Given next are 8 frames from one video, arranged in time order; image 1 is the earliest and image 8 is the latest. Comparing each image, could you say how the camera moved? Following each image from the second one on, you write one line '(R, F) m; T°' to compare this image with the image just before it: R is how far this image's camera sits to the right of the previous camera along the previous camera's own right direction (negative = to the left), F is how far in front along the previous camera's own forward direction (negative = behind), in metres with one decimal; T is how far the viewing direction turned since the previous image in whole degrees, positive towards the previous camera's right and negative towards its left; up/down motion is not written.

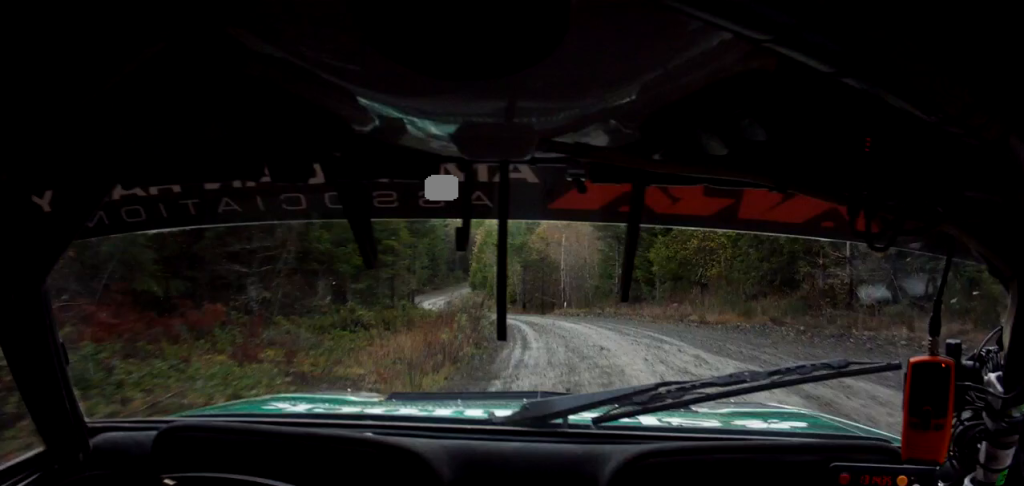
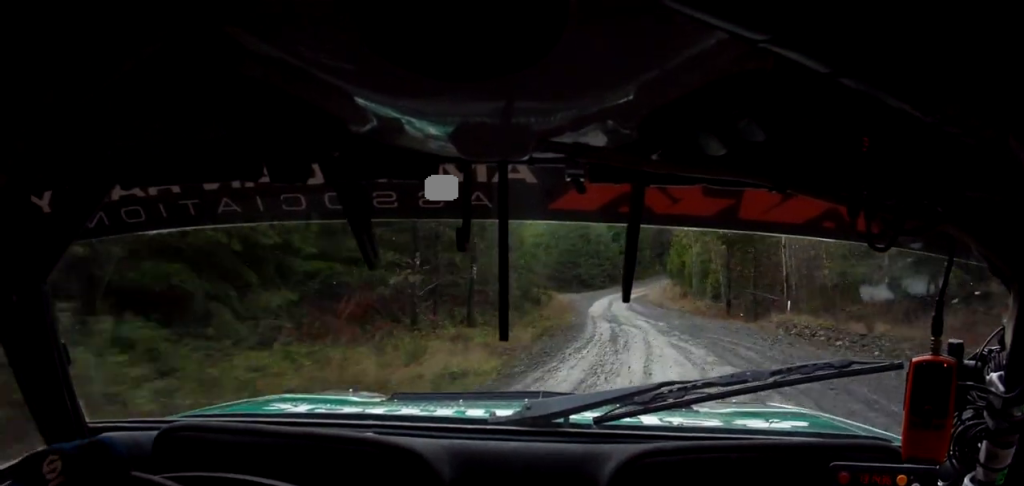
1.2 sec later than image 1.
(-7.6, +26.7) m; -23°
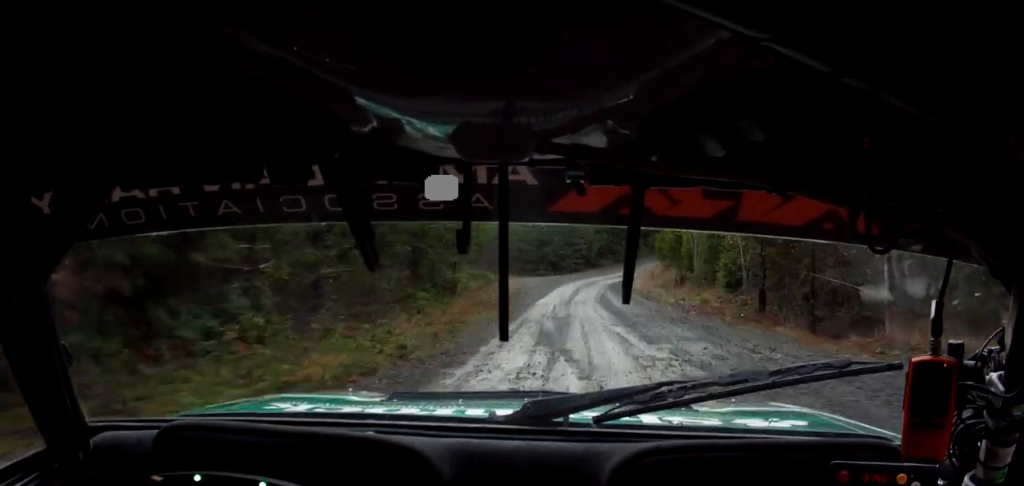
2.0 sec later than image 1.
(-1.6, +21.6) m; -4°
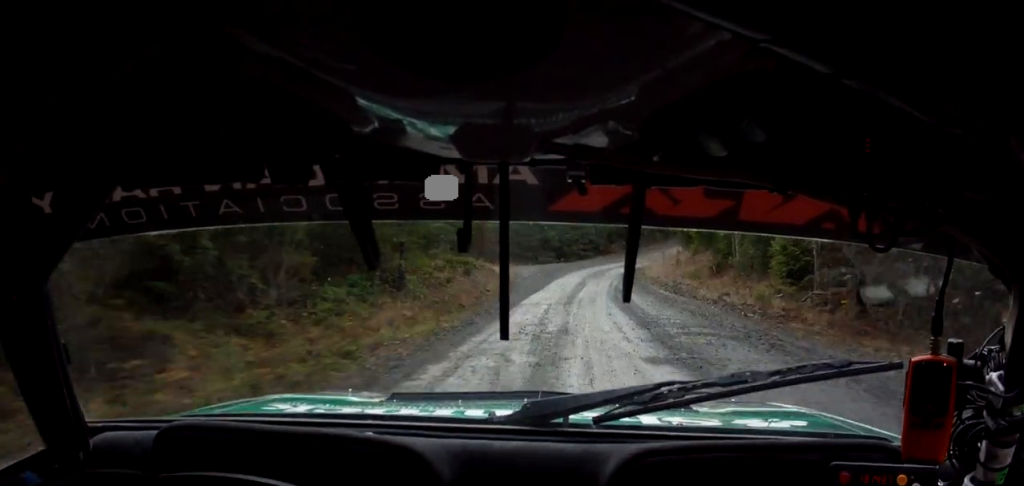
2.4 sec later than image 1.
(-0.4, +11.4) m; -1°
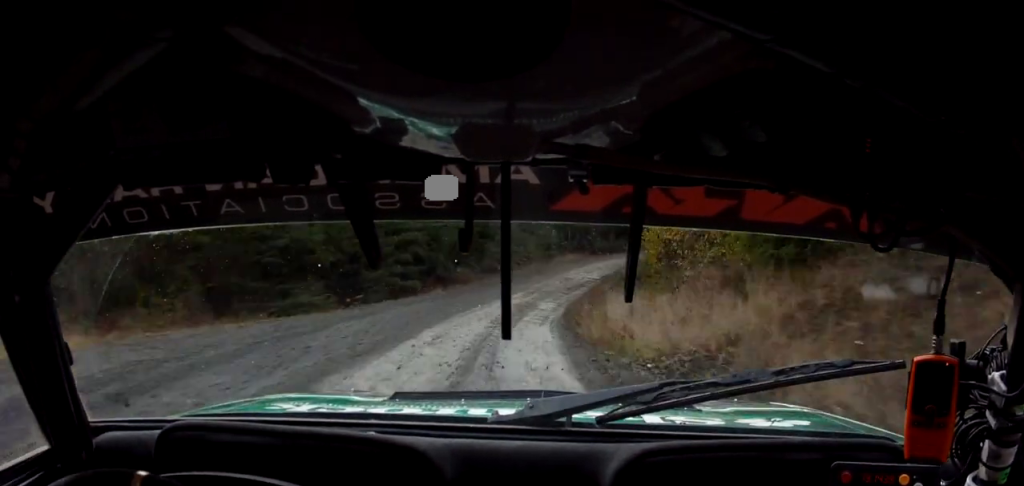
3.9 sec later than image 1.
(+2.1, +46.0) m; +8°
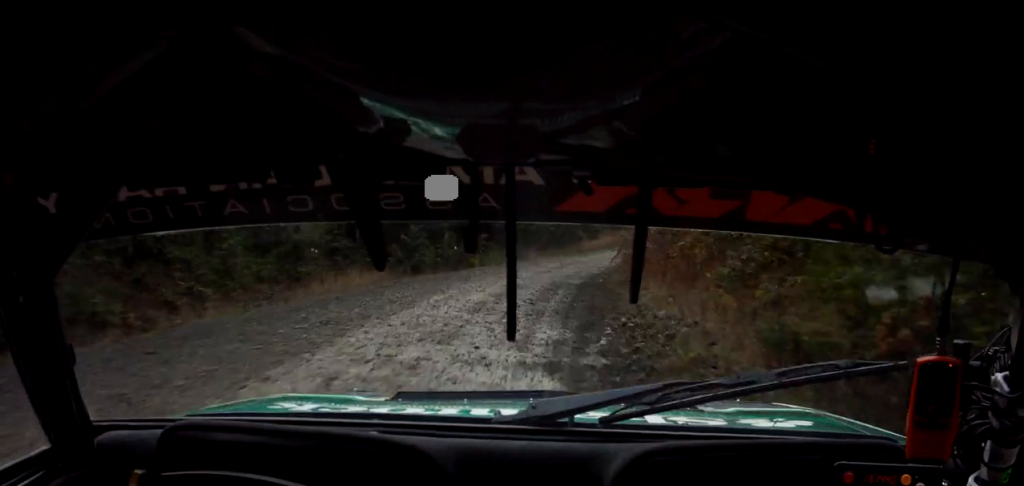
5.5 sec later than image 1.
(+4.6, +43.8) m; +16°
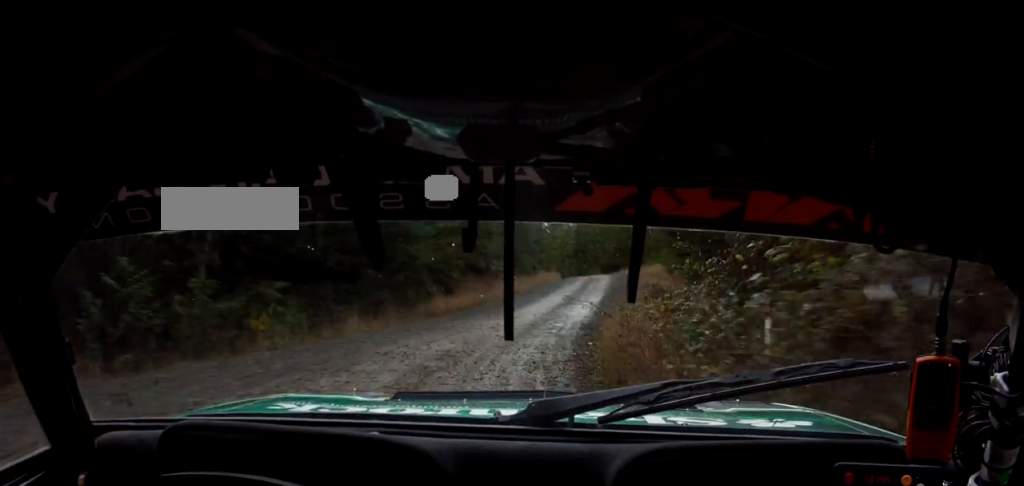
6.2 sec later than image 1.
(+2.0, +18.1) m; +9°
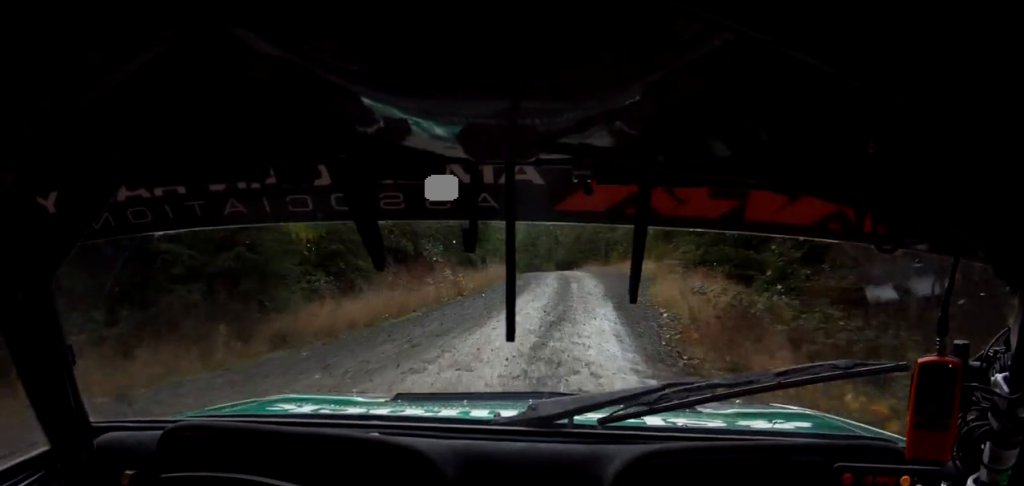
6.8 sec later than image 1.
(+0.9, +15.6) m; +6°
